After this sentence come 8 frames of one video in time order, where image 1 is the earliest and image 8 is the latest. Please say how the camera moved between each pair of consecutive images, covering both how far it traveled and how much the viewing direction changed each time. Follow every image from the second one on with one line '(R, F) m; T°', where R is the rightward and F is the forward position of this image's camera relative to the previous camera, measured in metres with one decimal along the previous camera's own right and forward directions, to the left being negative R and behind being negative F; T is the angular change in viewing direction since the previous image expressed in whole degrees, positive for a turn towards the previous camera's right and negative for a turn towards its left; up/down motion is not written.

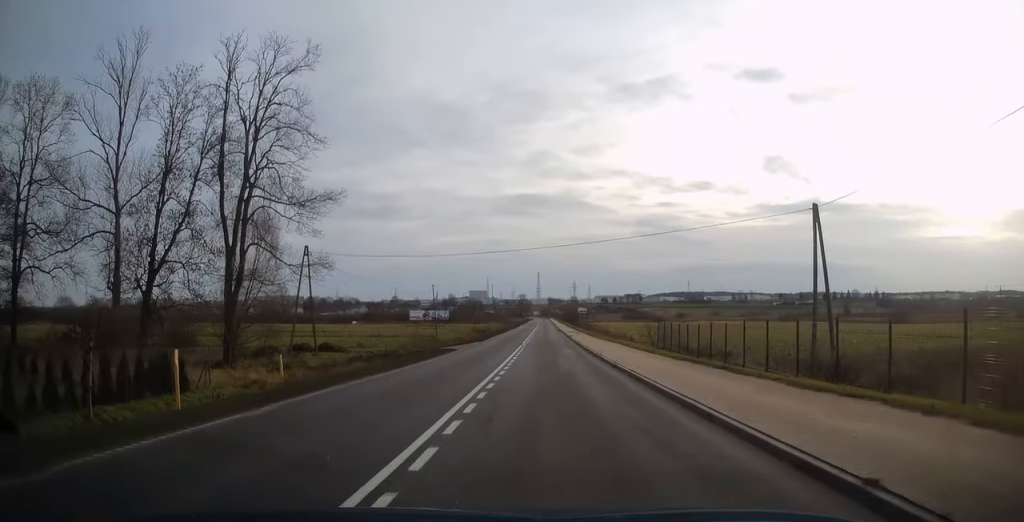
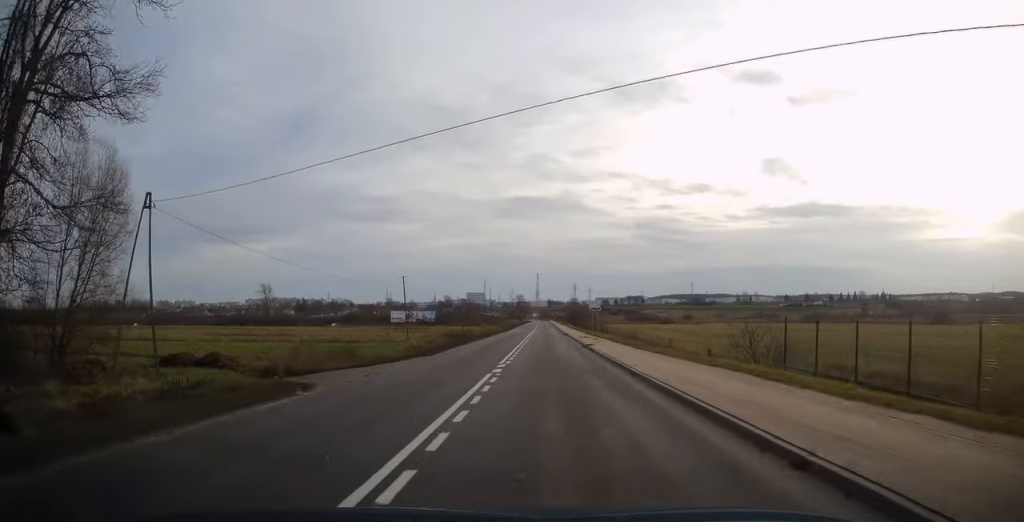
(-0.5, +22.9) m; -2°
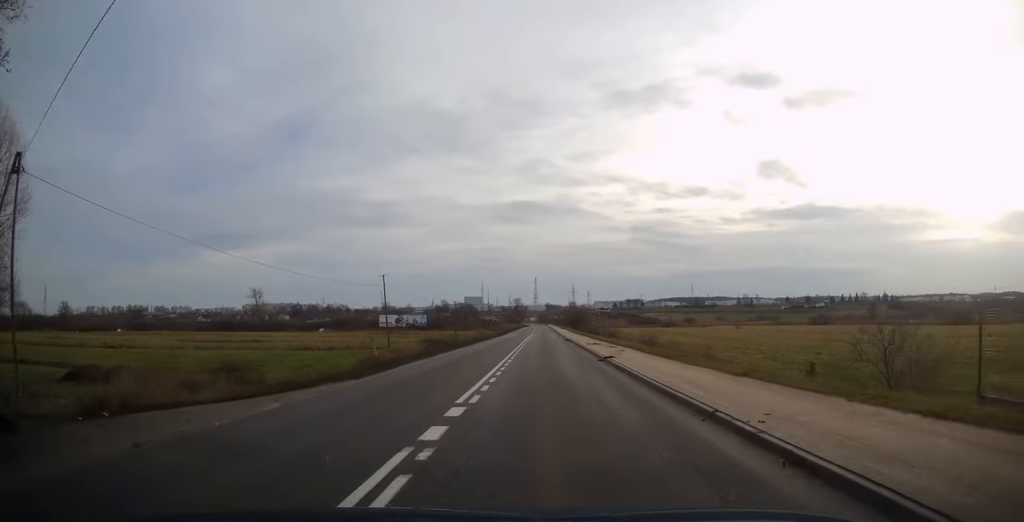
(0.0, +10.1) m; 0°
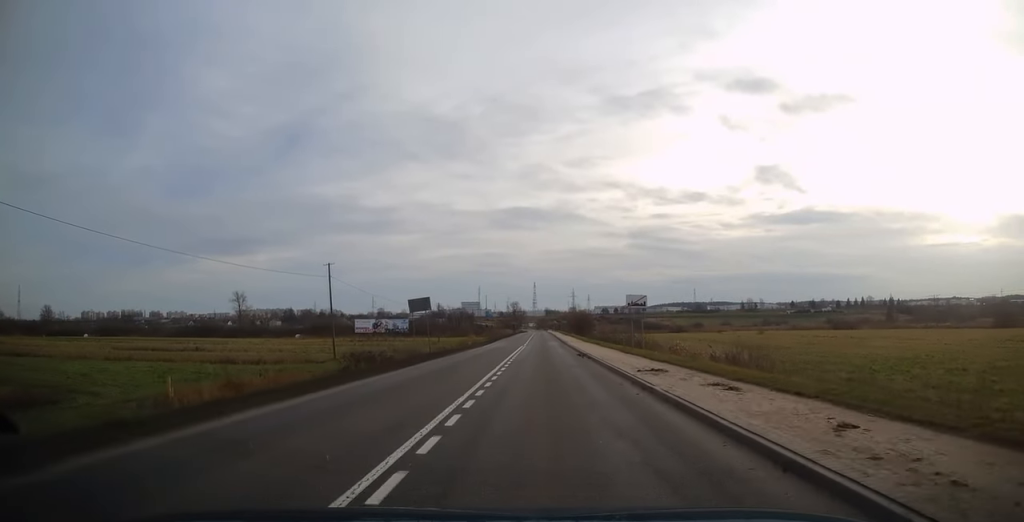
(0.0, +19.9) m; 0°
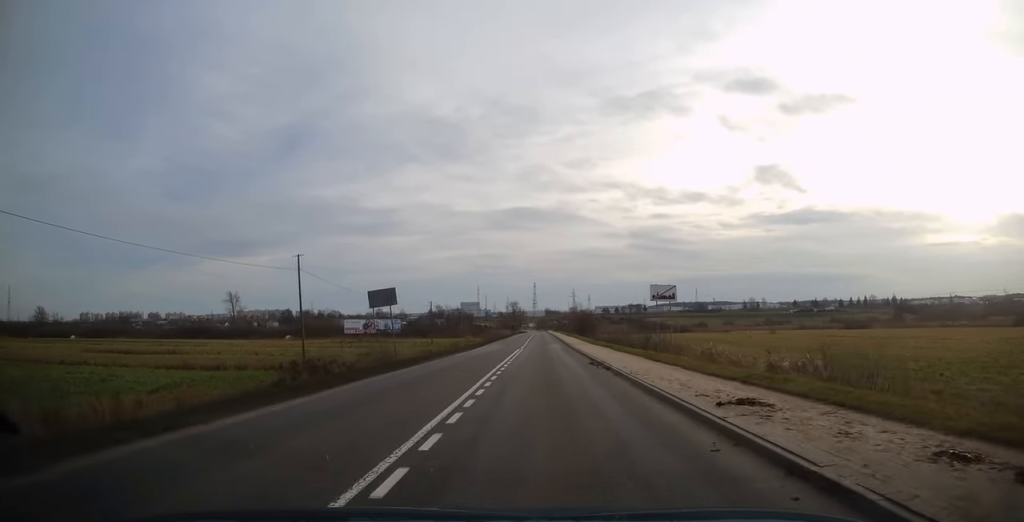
(0.0, +7.4) m; 0°
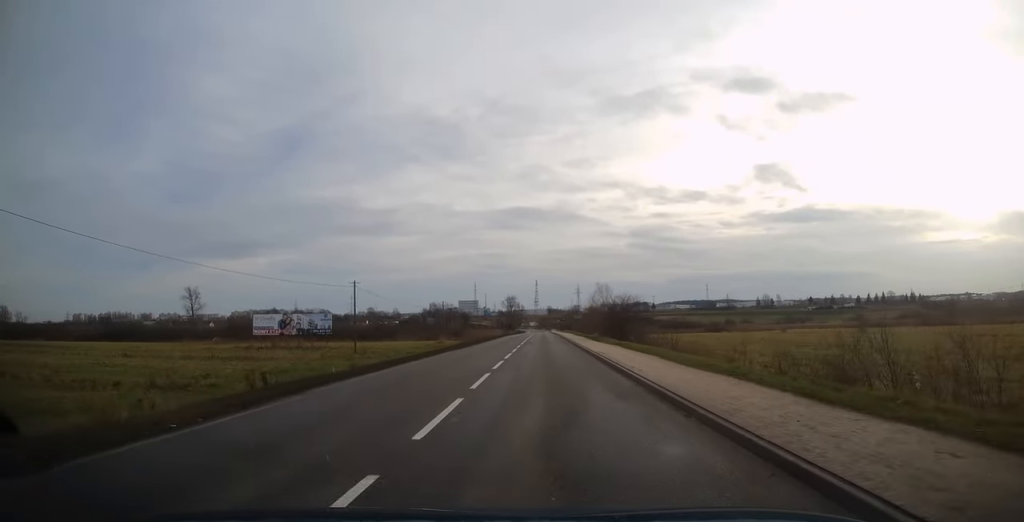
(+0.3, +41.2) m; +1°
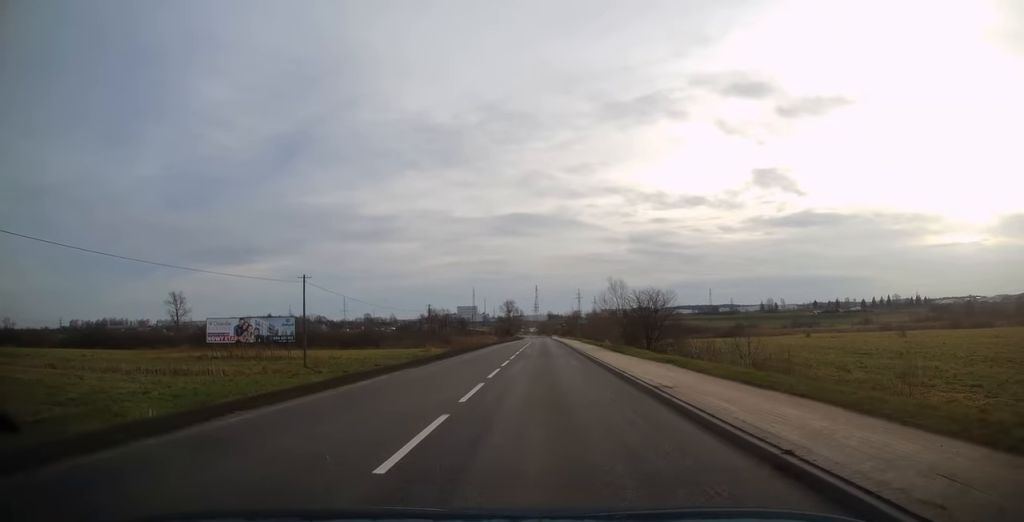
(0.0, +12.8) m; 0°
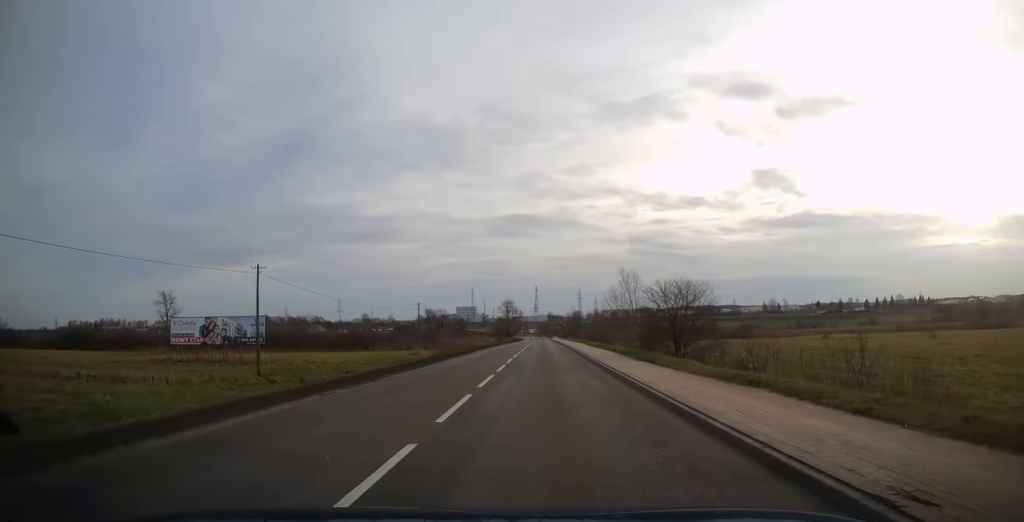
(+0.1, +8.1) m; 0°
